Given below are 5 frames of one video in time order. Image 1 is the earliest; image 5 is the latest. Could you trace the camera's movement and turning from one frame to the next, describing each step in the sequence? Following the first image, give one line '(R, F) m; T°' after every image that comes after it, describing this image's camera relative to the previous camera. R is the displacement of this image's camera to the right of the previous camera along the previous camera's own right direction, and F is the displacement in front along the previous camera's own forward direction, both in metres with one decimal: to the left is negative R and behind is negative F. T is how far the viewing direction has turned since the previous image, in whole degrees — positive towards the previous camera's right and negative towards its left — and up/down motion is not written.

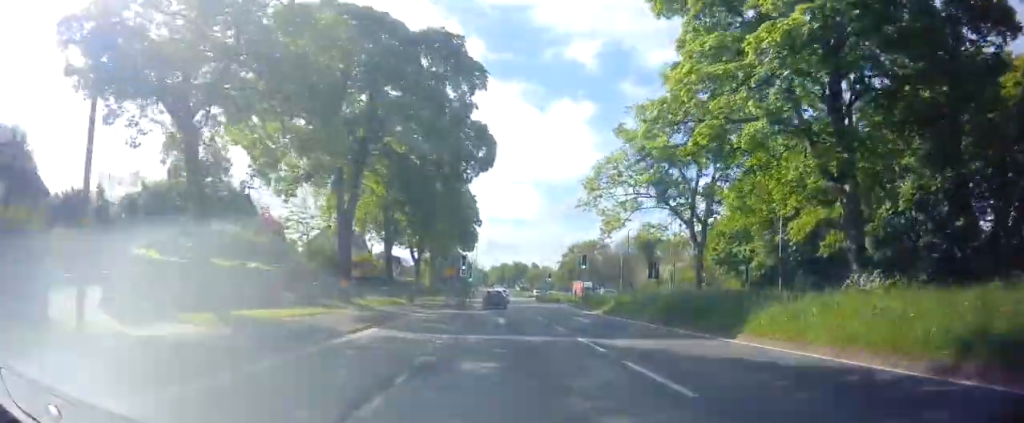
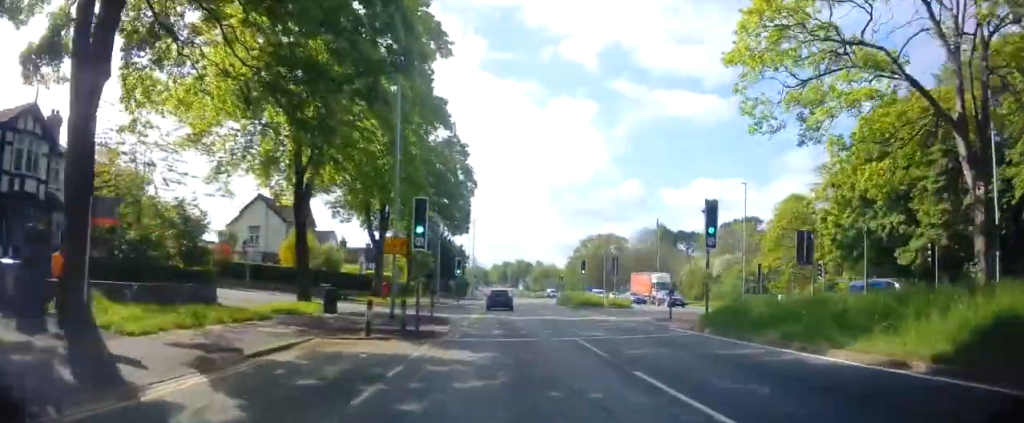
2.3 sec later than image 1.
(-0.1, +25.2) m; -1°
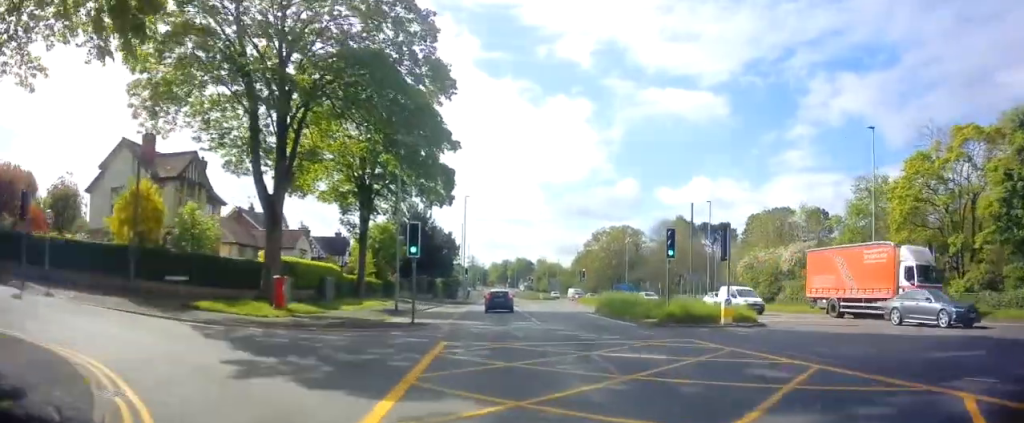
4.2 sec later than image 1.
(0.0, +22.8) m; +1°
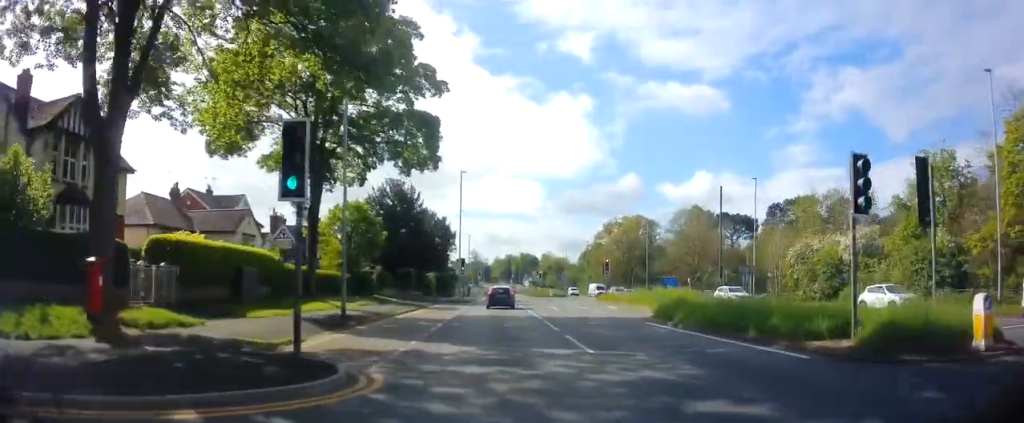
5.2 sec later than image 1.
(0.0, +12.4) m; -1°
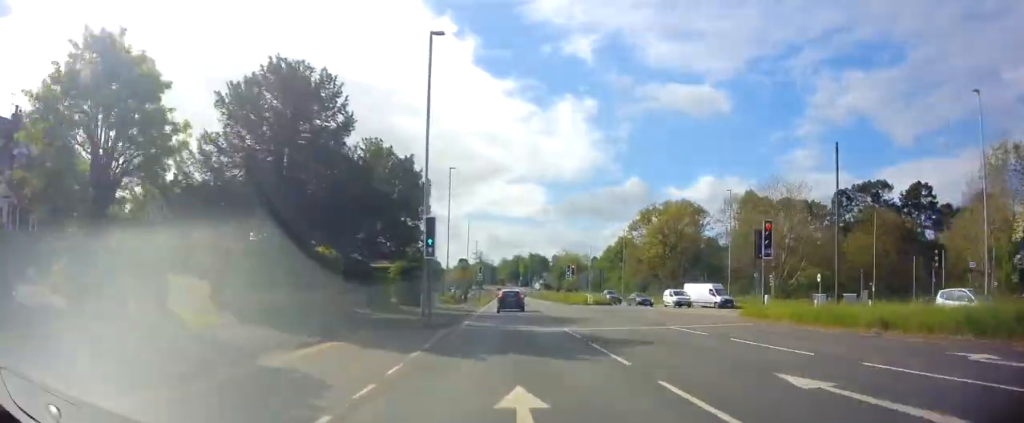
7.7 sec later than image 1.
(-0.3, +30.6) m; +1°
